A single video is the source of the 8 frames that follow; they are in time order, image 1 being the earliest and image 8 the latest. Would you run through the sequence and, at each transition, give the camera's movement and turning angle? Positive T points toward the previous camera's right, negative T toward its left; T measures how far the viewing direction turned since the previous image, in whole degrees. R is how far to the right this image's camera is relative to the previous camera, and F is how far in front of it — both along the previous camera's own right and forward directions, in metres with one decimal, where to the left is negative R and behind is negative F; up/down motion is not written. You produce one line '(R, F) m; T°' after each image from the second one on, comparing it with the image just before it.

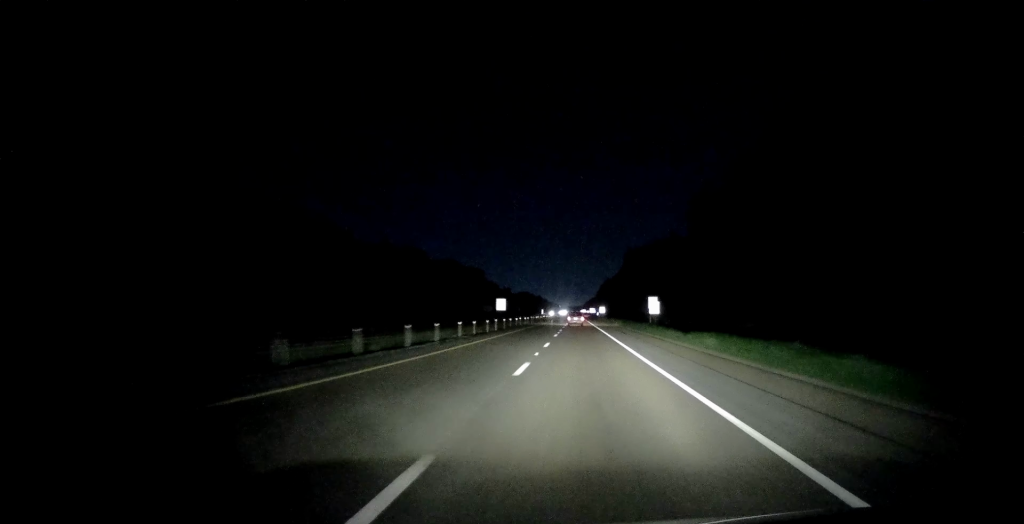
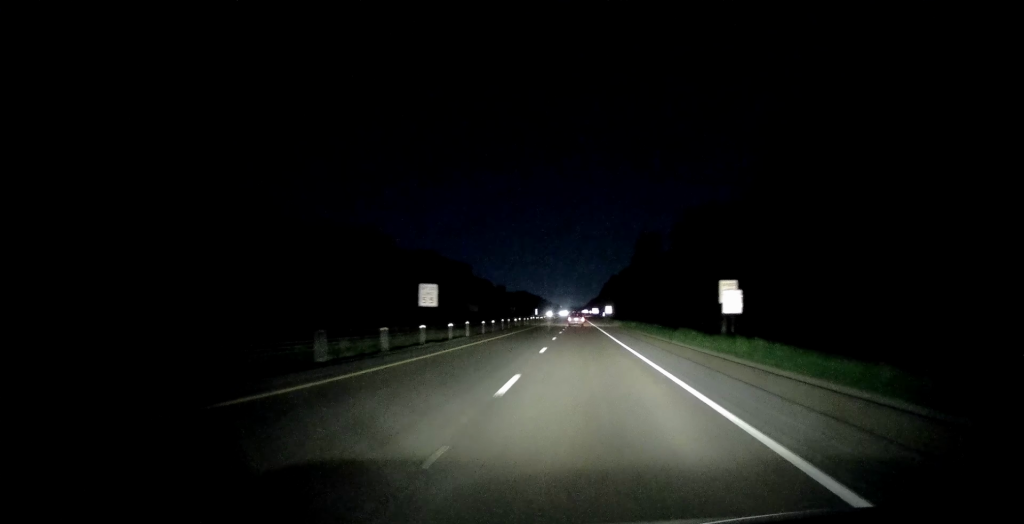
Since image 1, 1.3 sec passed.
(+0.1, +40.3) m; 0°
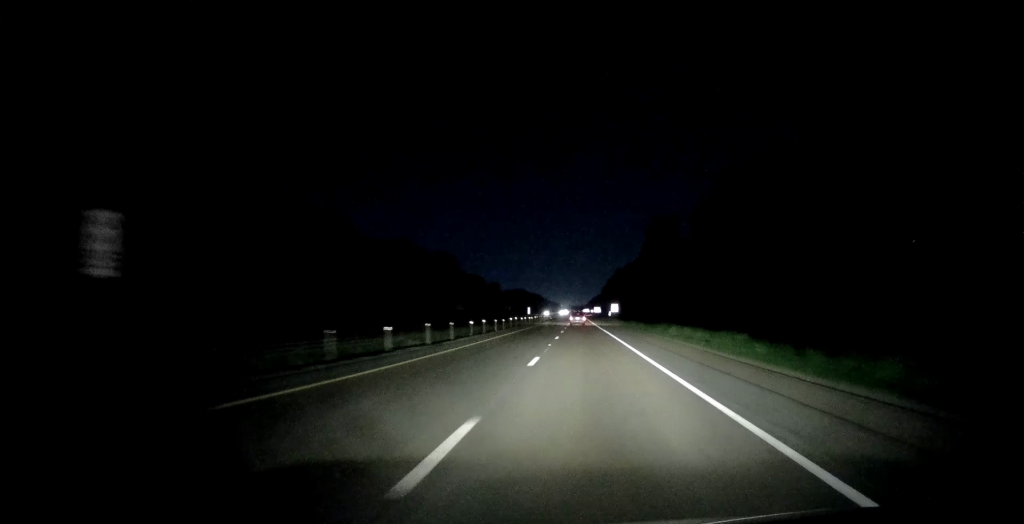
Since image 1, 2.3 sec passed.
(-0.1, +30.3) m; -1°
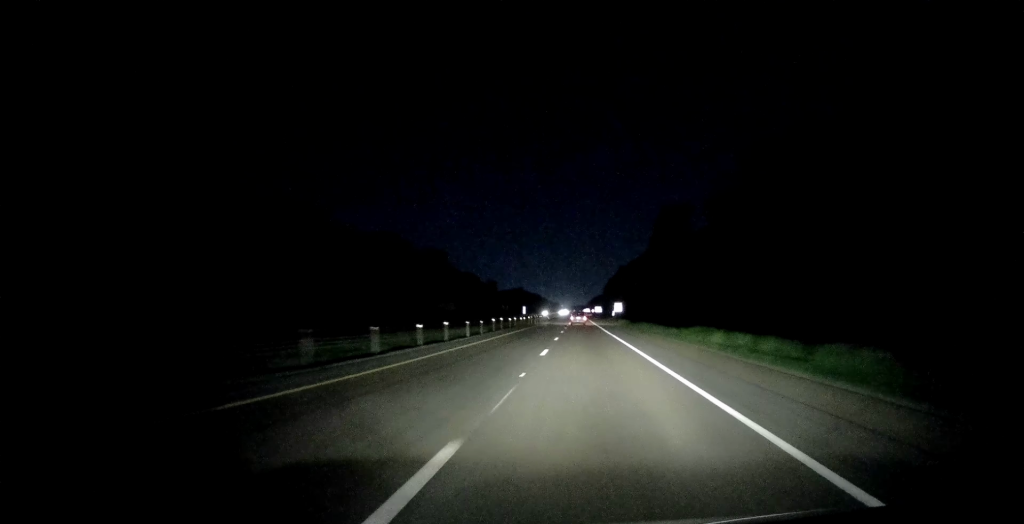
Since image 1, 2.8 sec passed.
(-0.1, +14.0) m; 0°
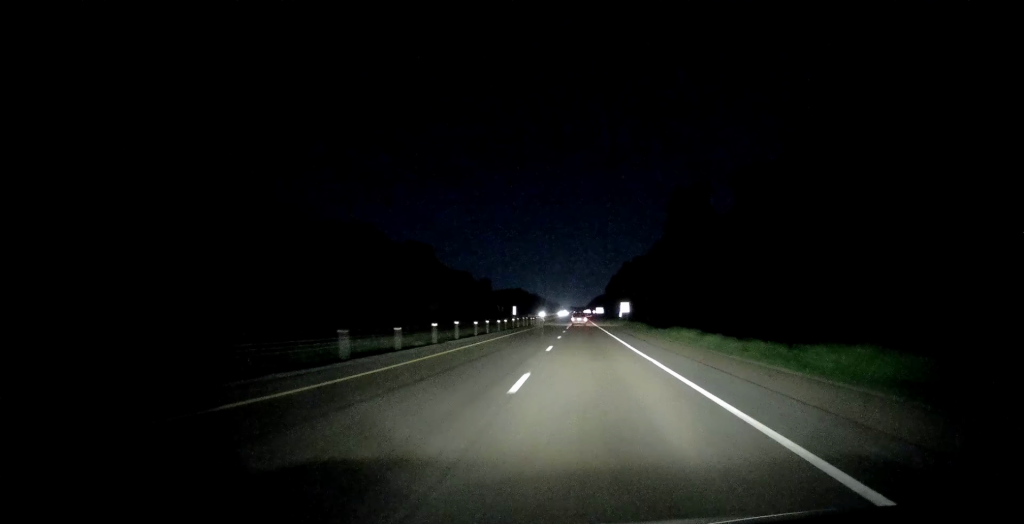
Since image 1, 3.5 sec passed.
(-0.1, +21.9) m; 0°
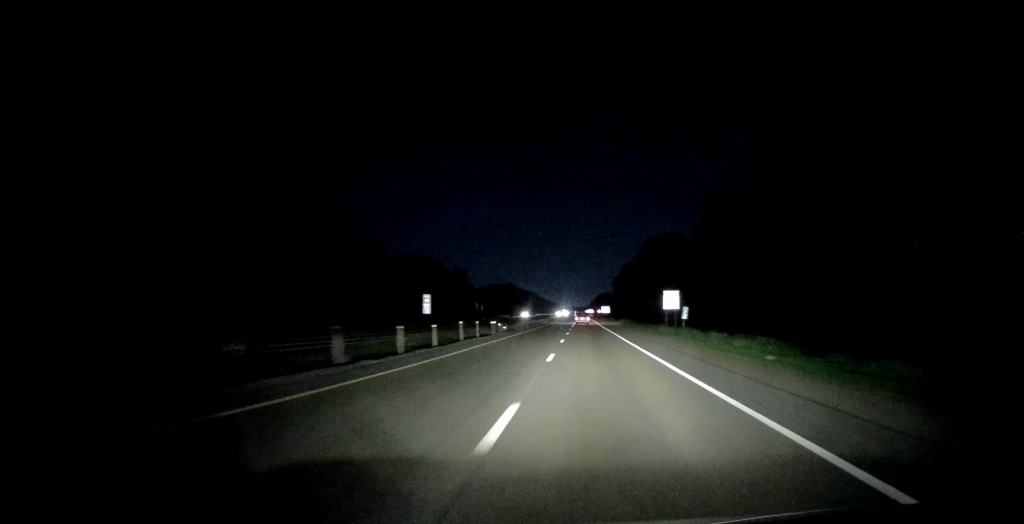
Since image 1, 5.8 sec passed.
(+0.3, +69.0) m; 0°
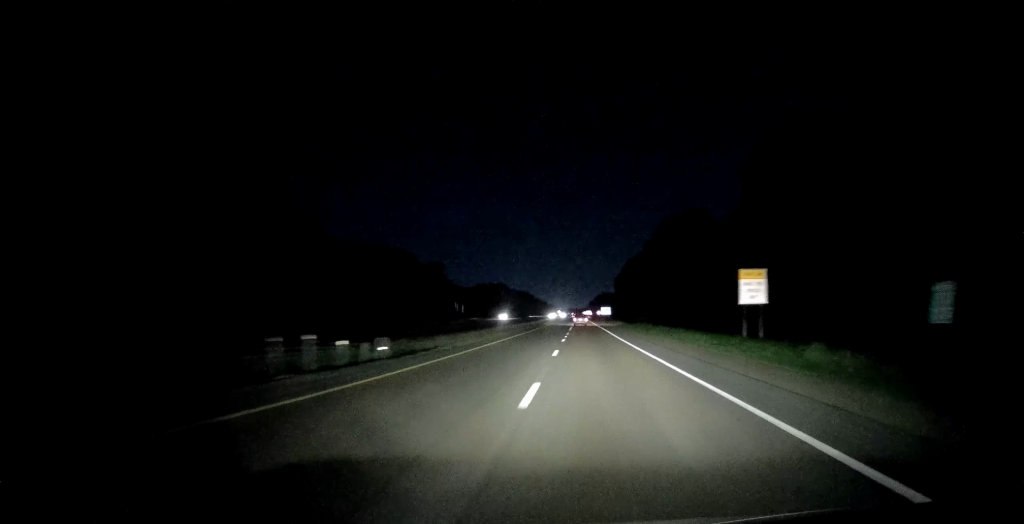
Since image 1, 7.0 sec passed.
(-0.1, +34.8) m; 0°
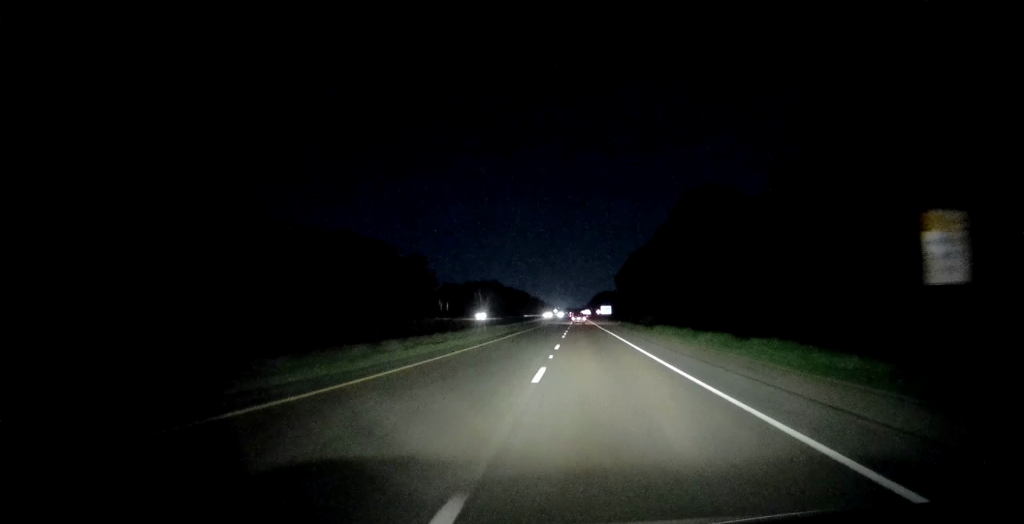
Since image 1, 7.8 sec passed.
(-0.1, +21.2) m; 0°
